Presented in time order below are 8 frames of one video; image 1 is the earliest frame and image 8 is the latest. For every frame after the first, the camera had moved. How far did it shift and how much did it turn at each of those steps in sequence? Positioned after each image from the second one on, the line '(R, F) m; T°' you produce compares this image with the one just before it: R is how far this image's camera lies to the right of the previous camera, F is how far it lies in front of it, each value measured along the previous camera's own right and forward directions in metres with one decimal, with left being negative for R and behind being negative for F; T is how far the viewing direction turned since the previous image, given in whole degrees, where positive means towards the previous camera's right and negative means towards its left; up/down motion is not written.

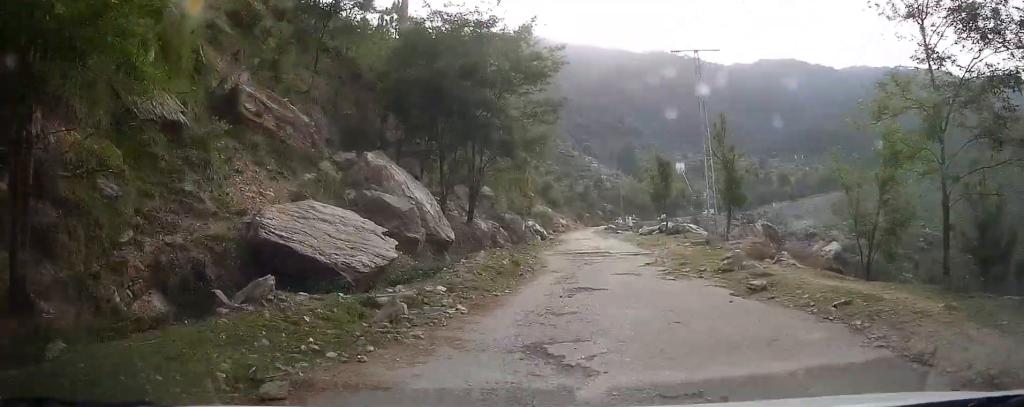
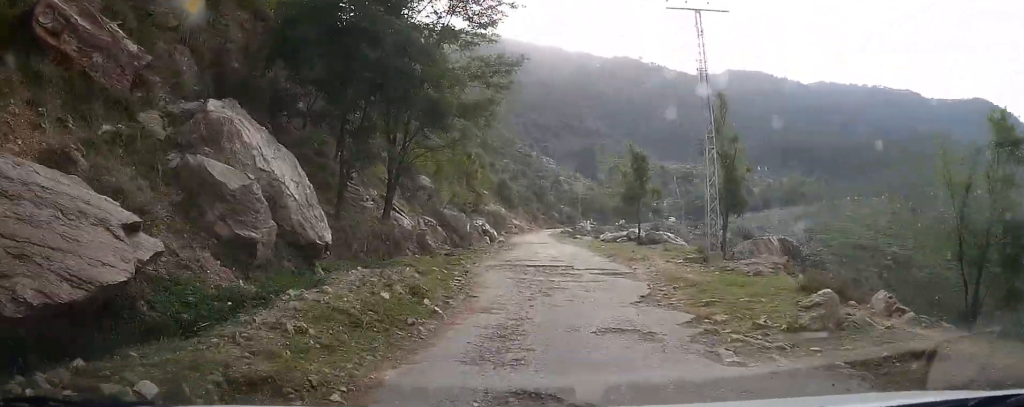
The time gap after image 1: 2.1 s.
(-0.5, +6.1) m; -5°
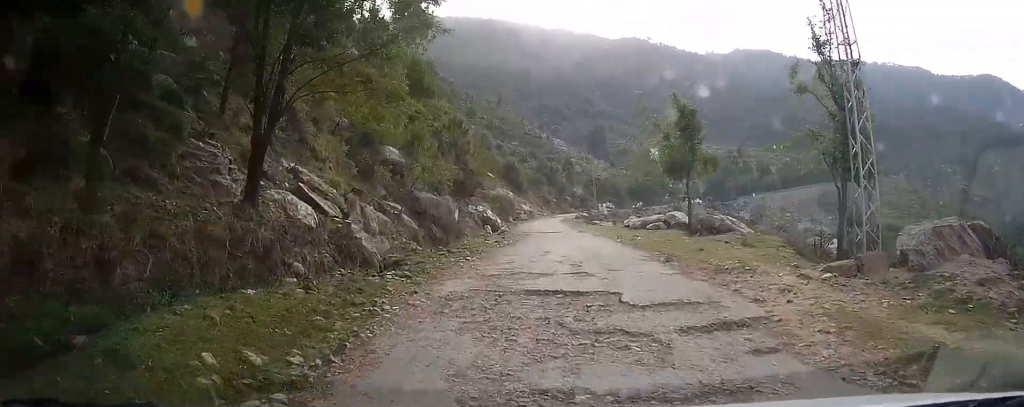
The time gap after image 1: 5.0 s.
(+0.1, +9.1) m; +6°
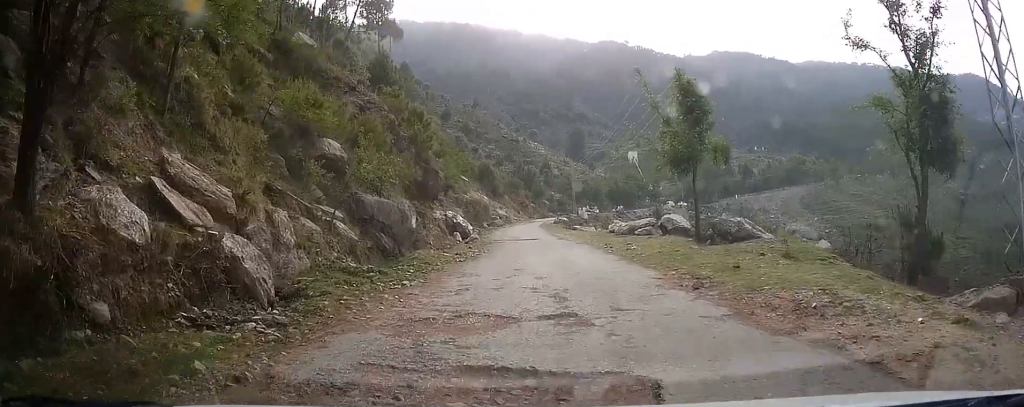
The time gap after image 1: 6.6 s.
(+0.3, +4.9) m; +1°
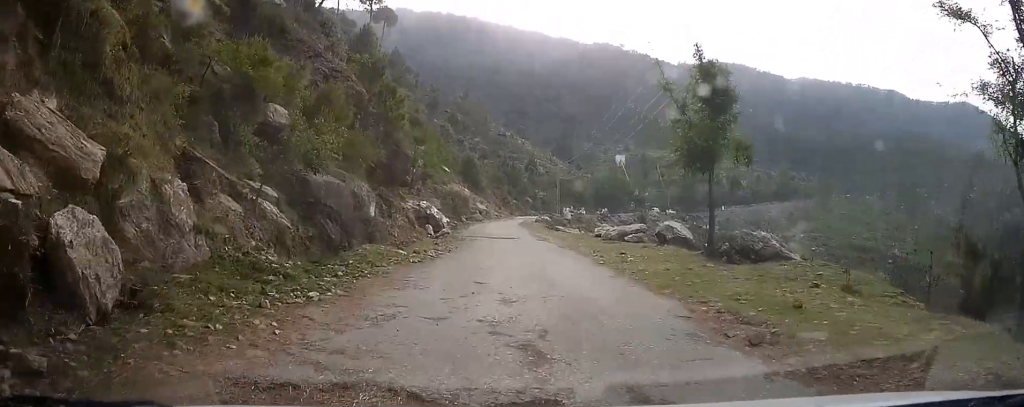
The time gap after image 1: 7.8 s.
(0.0, +3.7) m; 0°
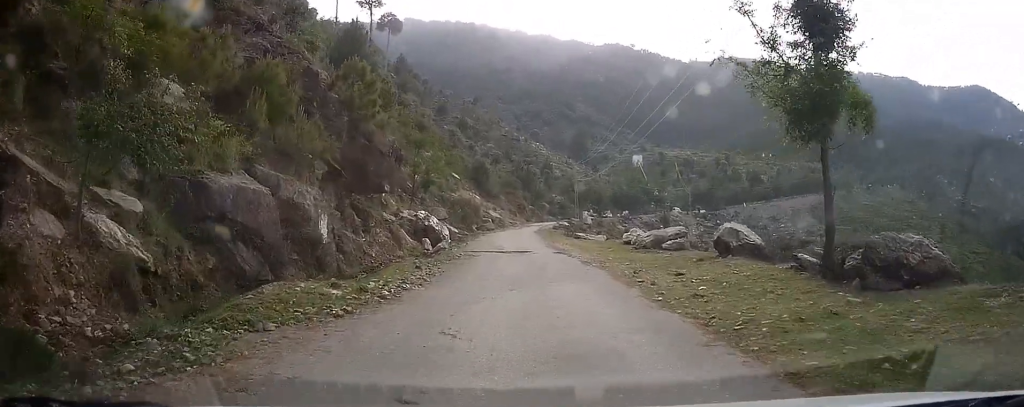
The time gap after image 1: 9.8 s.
(-0.2, +6.7) m; 0°
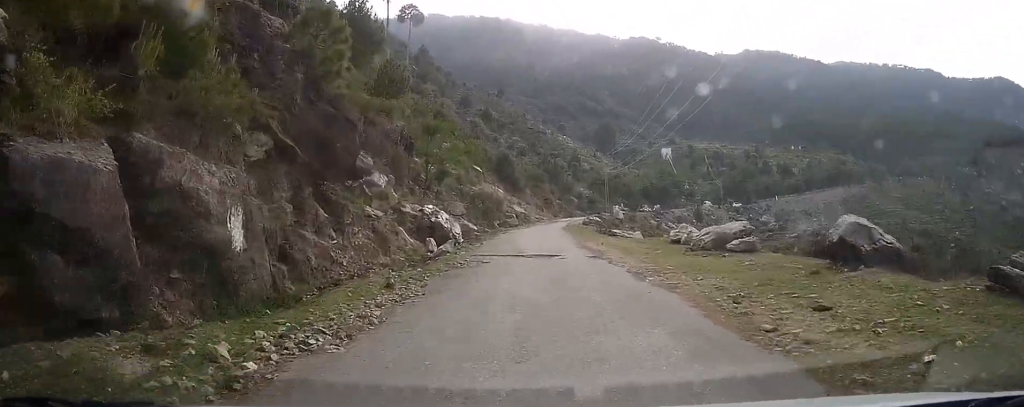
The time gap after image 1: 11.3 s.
(+0.1, +5.5) m; +2°
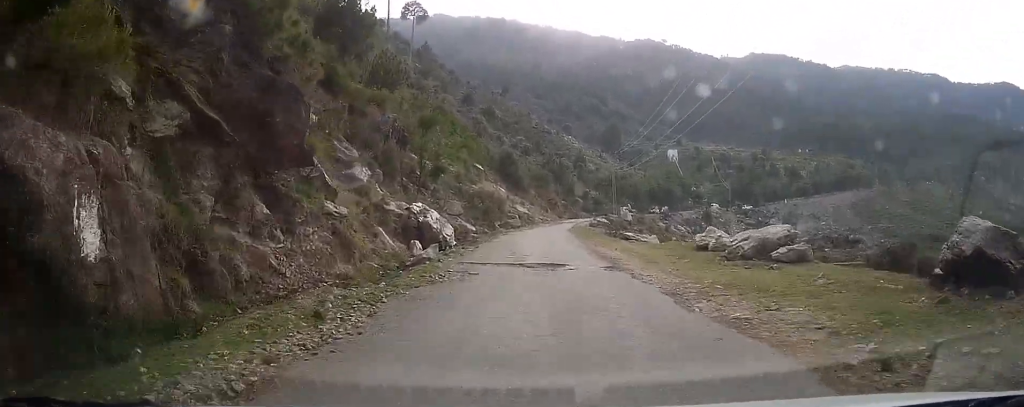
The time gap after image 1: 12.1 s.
(0.0, +3.5) m; +1°
